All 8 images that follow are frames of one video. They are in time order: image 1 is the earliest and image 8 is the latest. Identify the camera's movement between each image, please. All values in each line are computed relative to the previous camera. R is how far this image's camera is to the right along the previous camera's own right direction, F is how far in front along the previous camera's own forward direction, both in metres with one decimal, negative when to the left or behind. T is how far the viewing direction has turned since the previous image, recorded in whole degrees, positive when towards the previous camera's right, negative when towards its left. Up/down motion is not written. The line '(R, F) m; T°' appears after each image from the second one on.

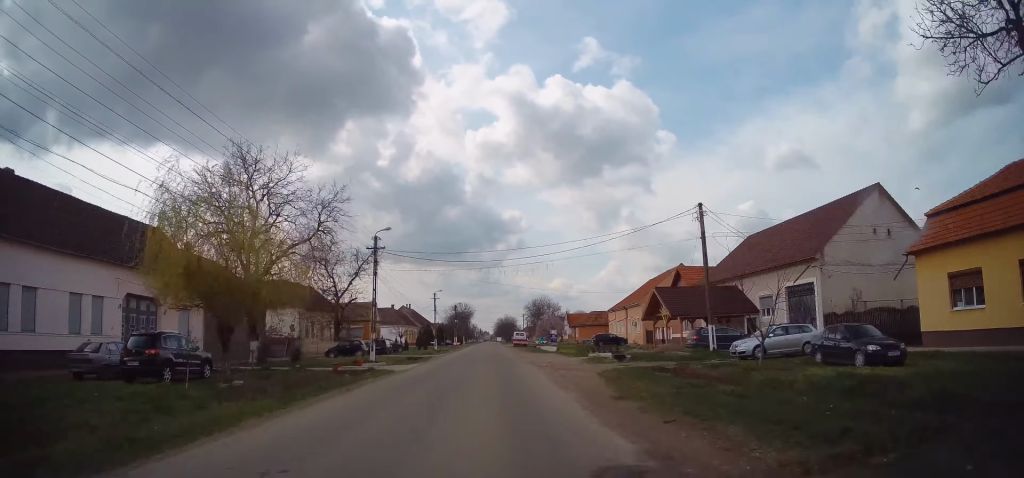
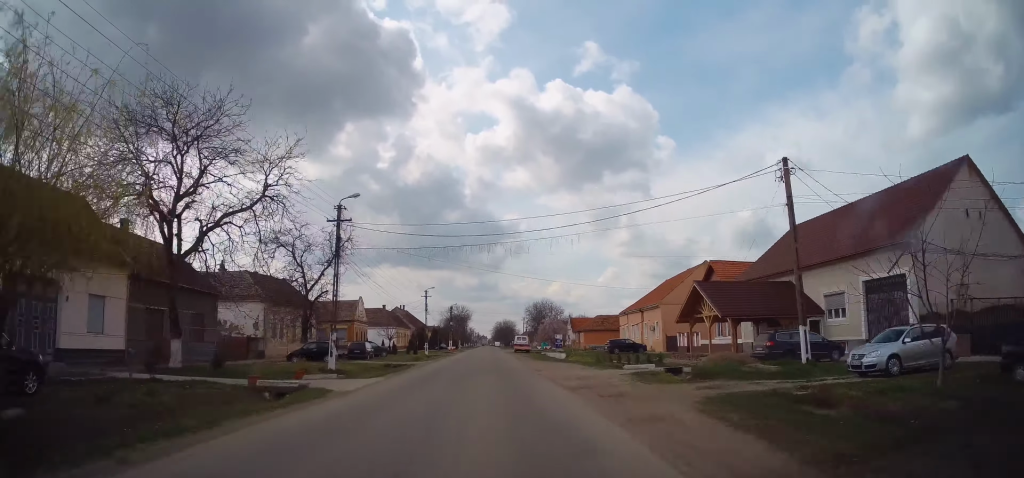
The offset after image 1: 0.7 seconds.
(+0.3, +8.7) m; +2°
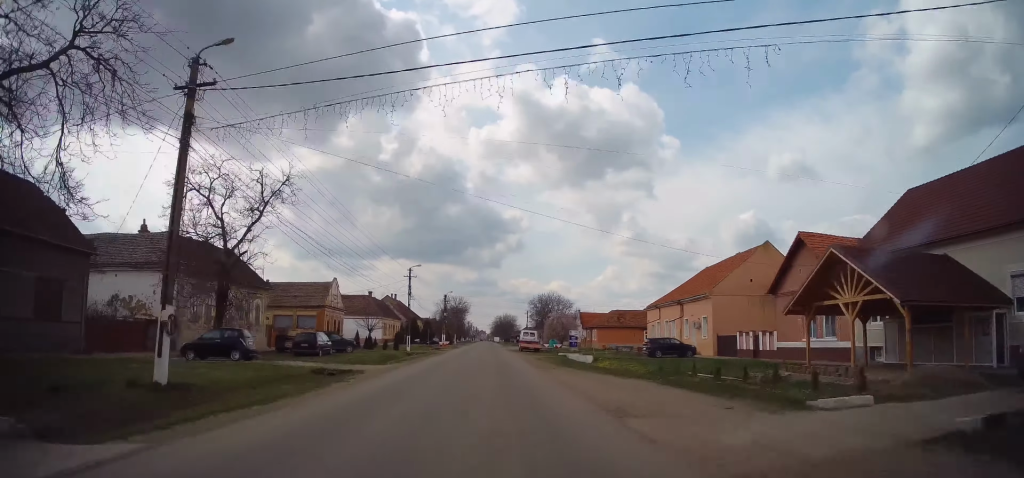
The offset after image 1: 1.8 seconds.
(+0.1, +14.4) m; -2°
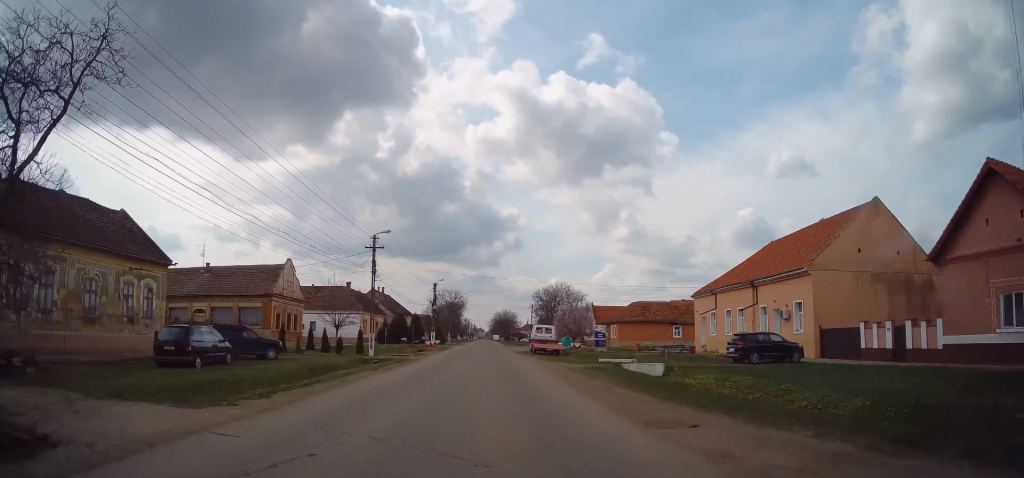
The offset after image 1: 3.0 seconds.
(-0.5, +16.1) m; 0°
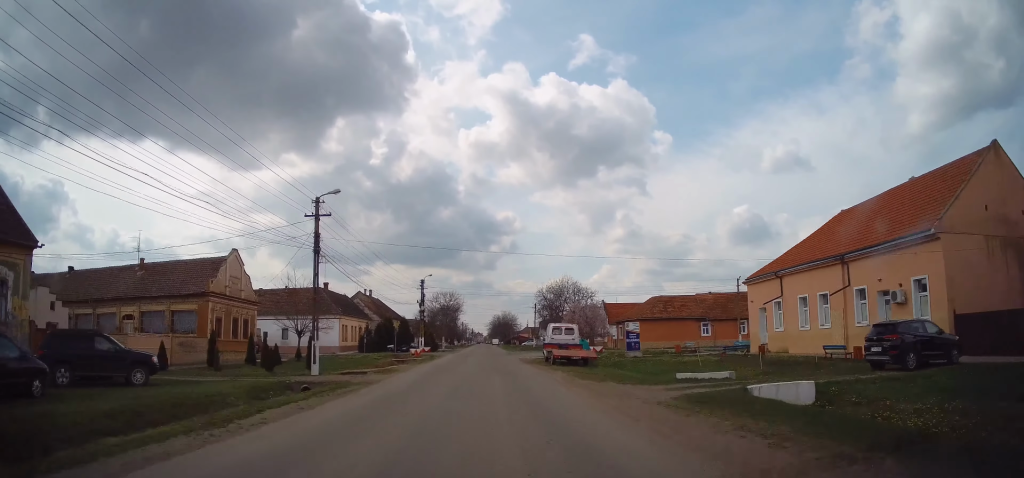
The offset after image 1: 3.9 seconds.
(+0.4, +11.7) m; +2°
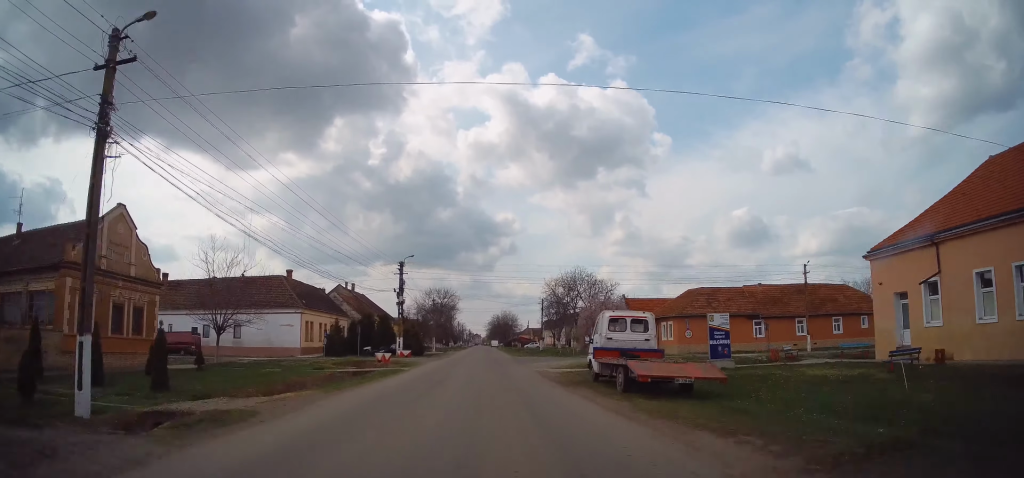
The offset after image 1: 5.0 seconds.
(0.0, +14.8) m; 0°
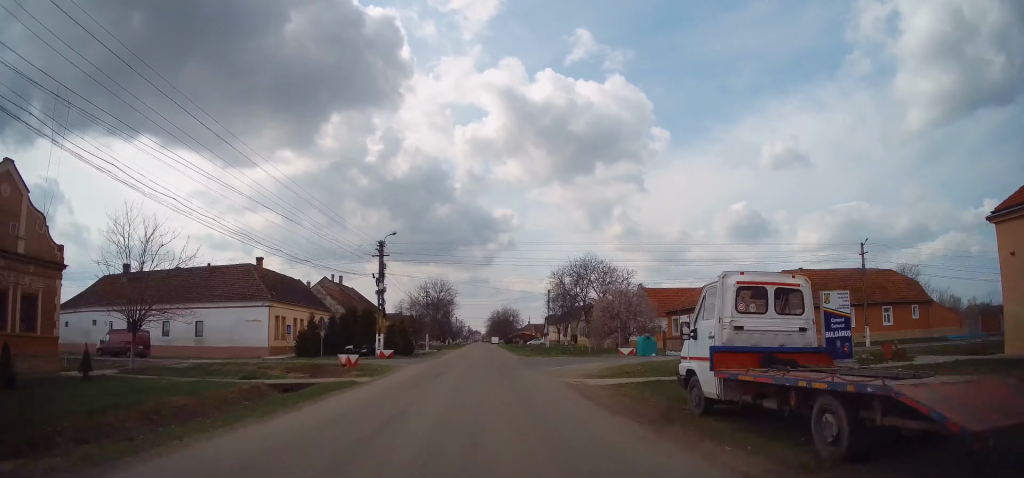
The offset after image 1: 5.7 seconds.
(0.0, +8.7) m; 0°
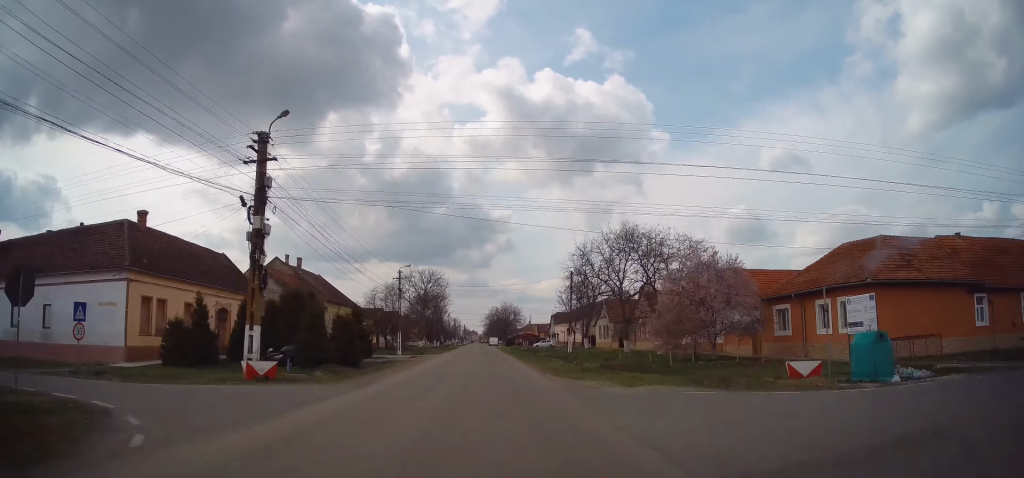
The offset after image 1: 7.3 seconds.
(0.0, +21.1) m; 0°
